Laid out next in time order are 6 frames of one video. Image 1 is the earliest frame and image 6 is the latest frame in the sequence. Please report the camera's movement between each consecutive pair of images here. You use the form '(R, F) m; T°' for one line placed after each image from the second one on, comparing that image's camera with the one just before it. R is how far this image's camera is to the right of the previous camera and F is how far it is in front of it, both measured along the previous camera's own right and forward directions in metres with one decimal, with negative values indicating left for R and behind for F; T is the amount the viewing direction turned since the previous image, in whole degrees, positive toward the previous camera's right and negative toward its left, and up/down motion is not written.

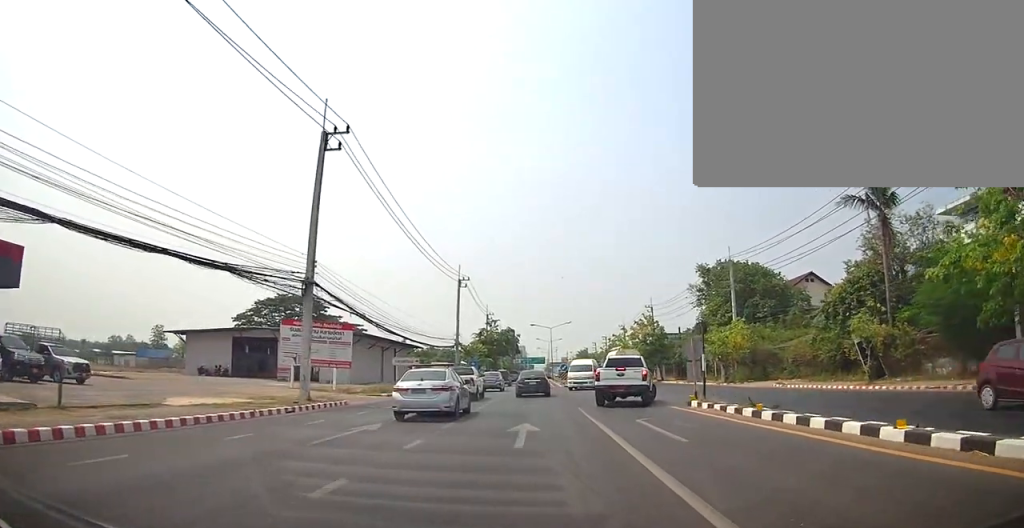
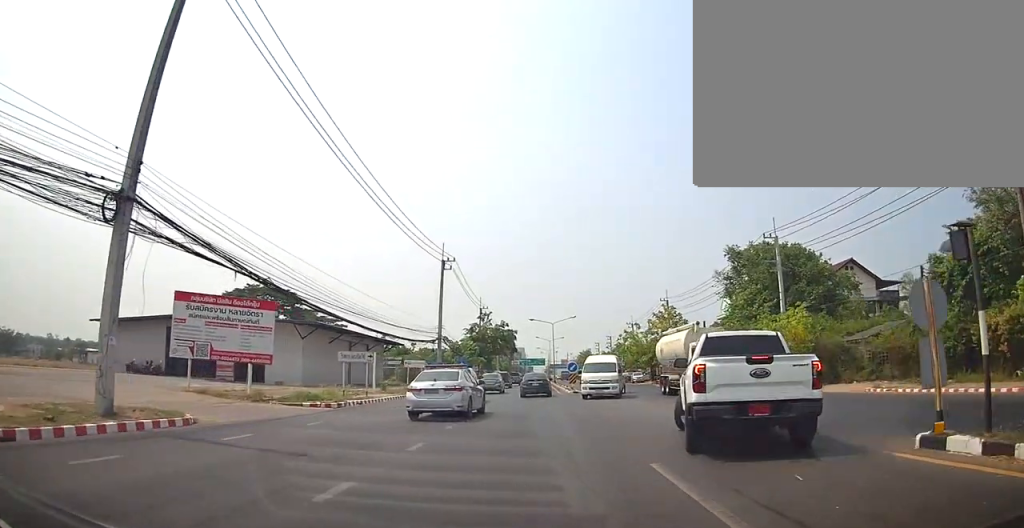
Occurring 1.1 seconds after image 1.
(+0.1, +12.6) m; 0°
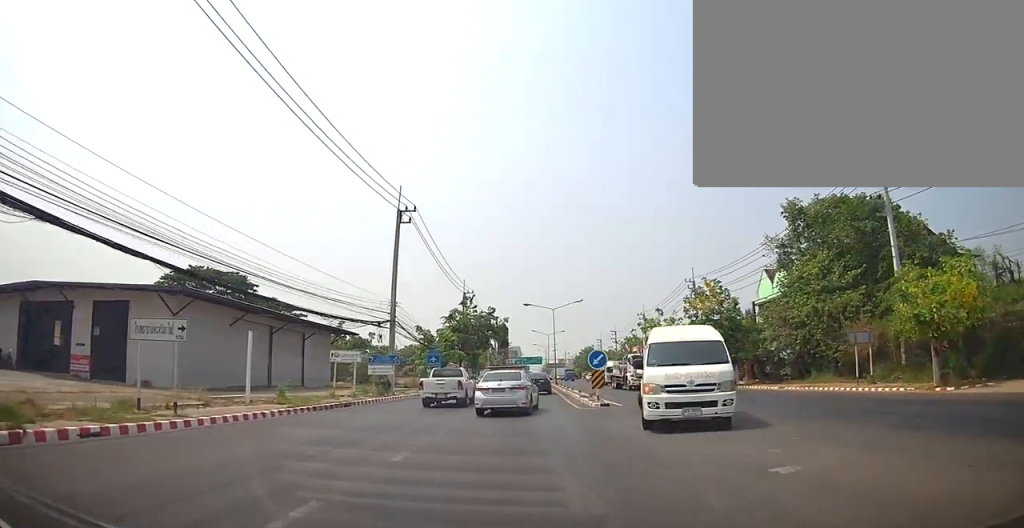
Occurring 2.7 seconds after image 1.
(0.0, +17.4) m; 0°
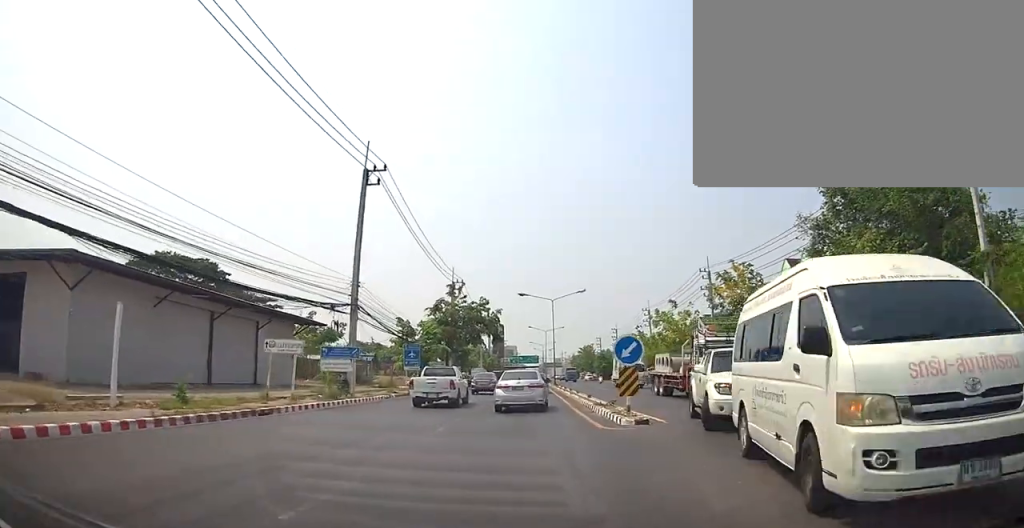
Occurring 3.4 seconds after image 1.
(0.0, +7.7) m; 0°
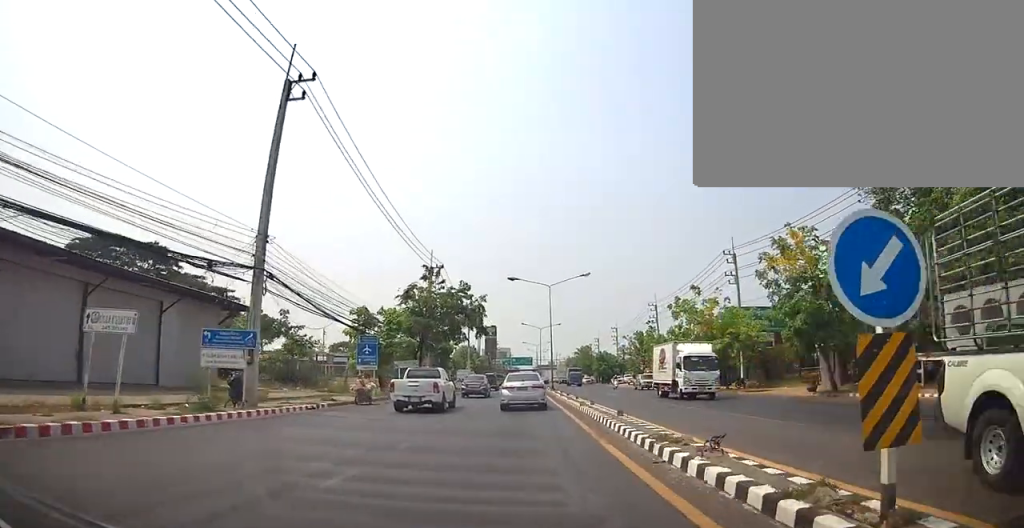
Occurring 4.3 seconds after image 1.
(0.0, +10.4) m; 0°
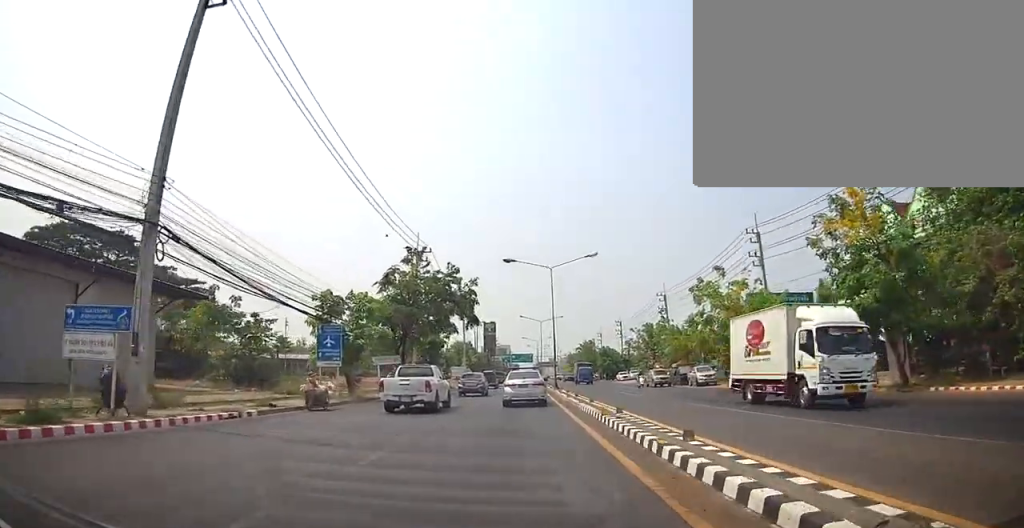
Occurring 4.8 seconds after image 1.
(+0.1, +6.3) m; 0°
